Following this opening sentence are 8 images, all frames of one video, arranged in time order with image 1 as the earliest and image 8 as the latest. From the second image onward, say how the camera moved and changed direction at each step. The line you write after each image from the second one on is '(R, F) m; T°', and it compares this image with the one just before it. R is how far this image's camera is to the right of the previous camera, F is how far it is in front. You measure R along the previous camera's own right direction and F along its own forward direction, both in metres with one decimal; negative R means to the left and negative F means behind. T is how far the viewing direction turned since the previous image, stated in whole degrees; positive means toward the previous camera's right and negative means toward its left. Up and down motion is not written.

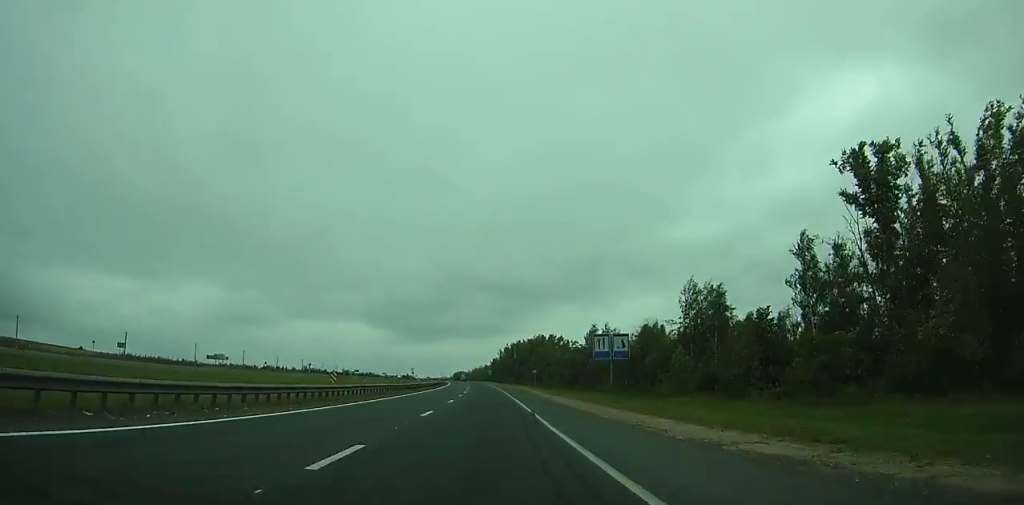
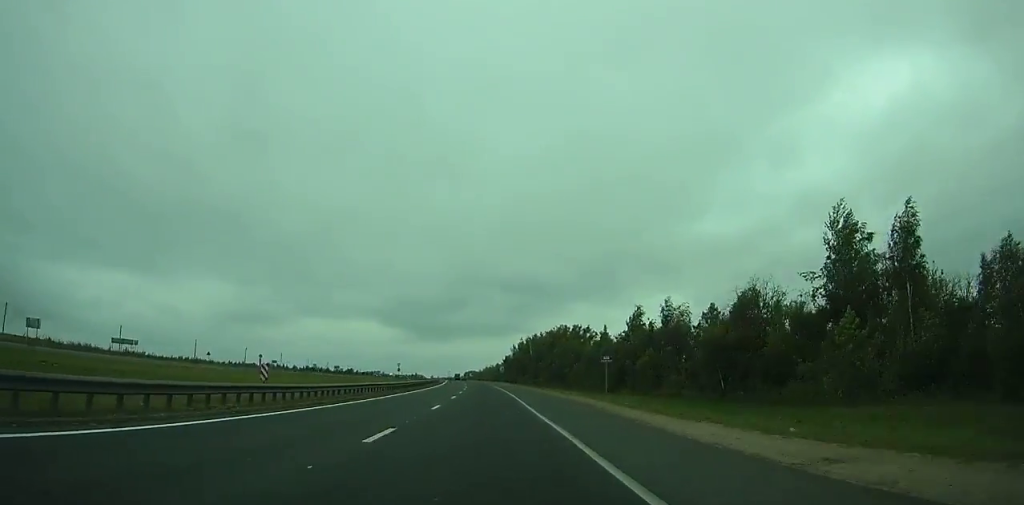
(+0.3, +45.4) m; 0°
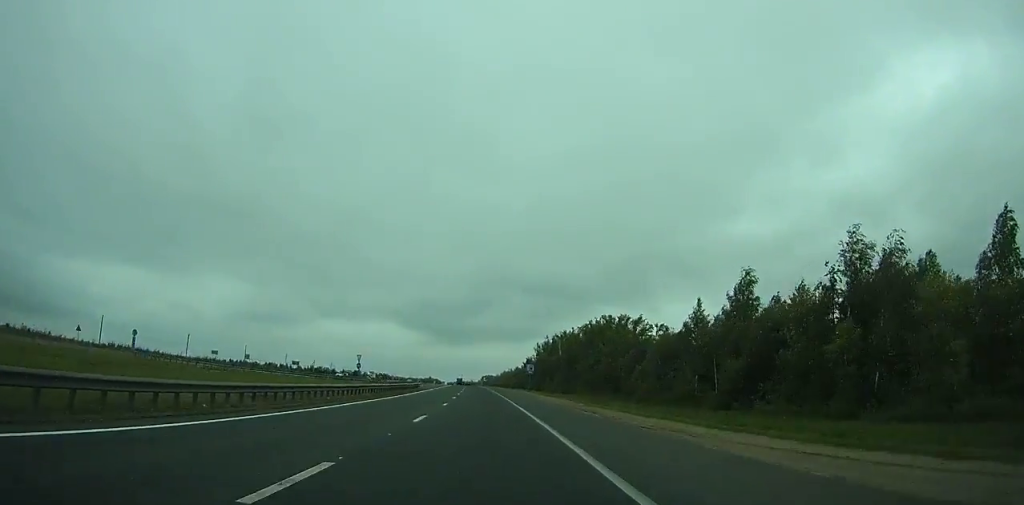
(-0.3, +56.0) m; -2°
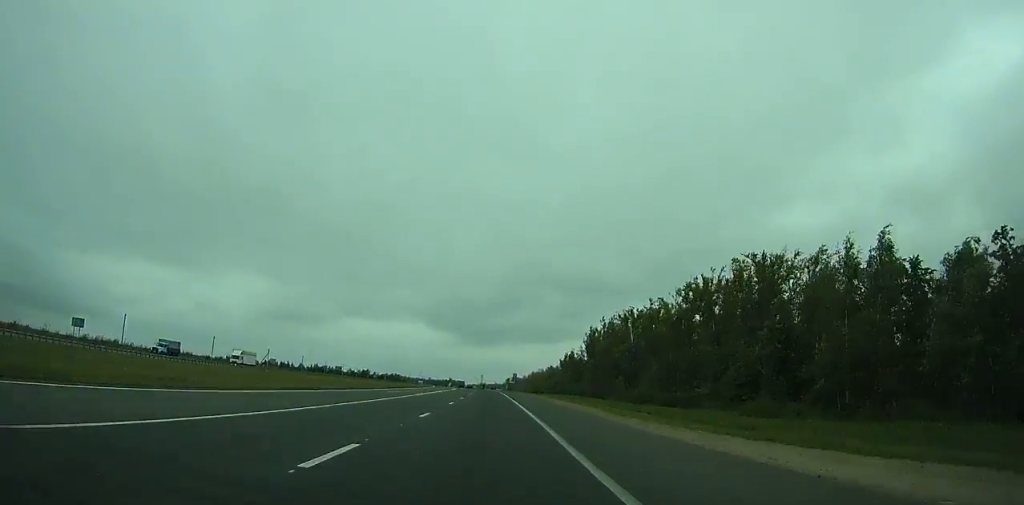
(-2.0, +84.8) m; -2°
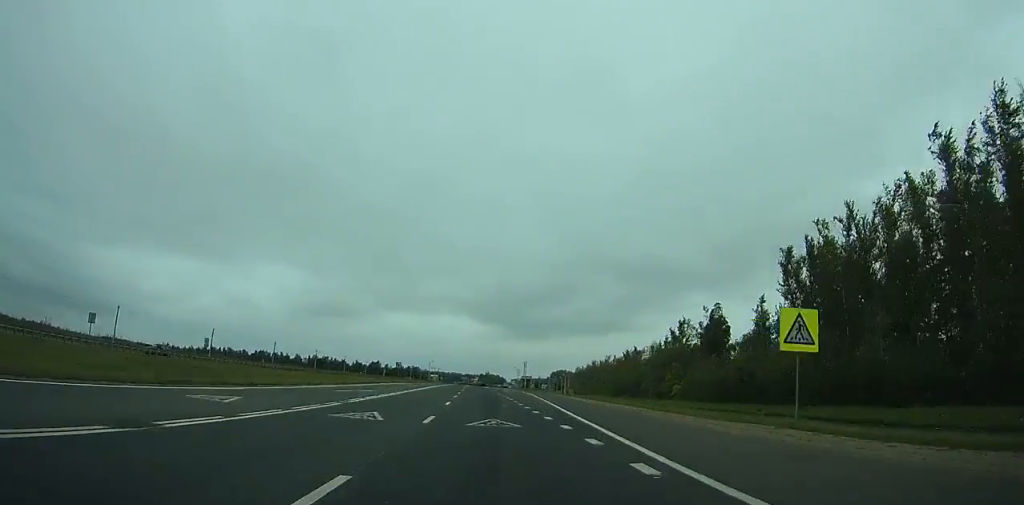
(-2.9, +129.2) m; -4°
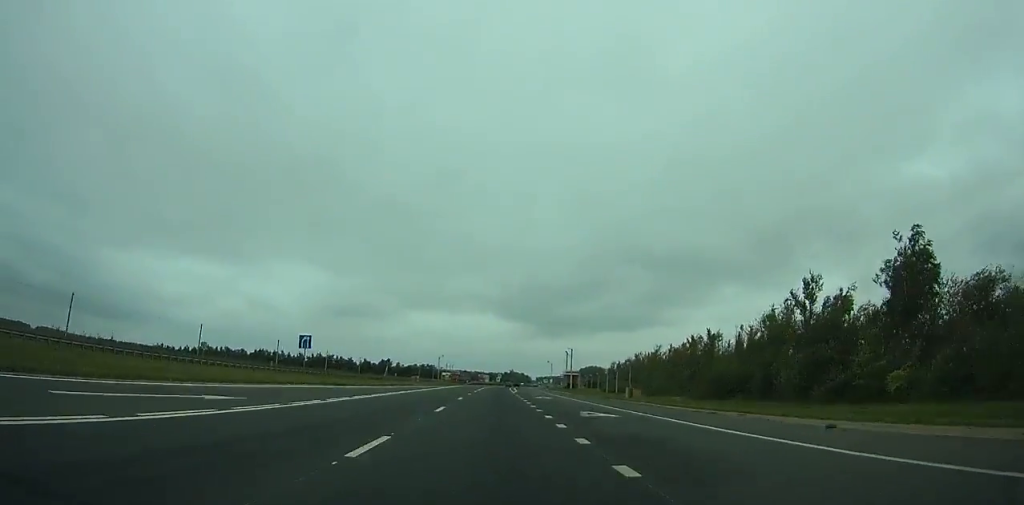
(-1.5, +51.4) m; -2°
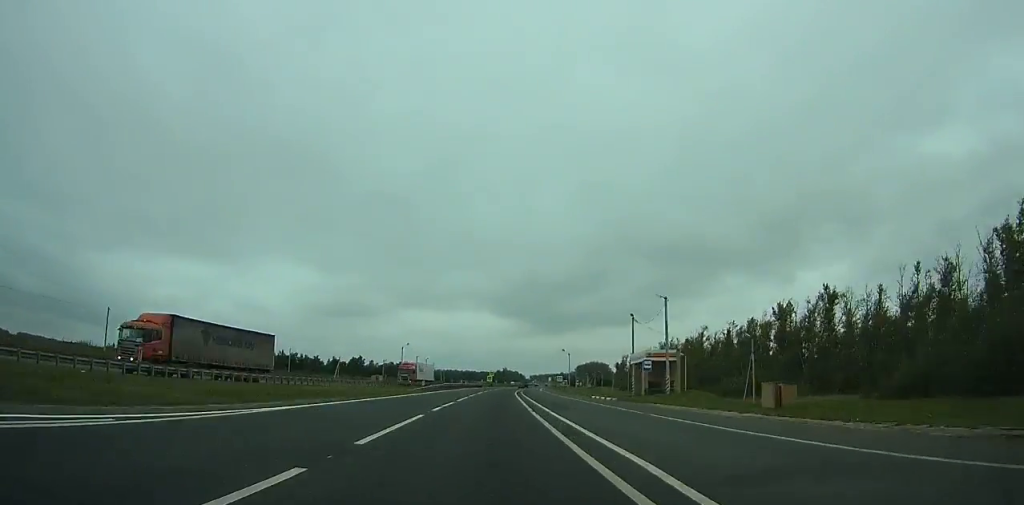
(-0.9, +64.0) m; -1°
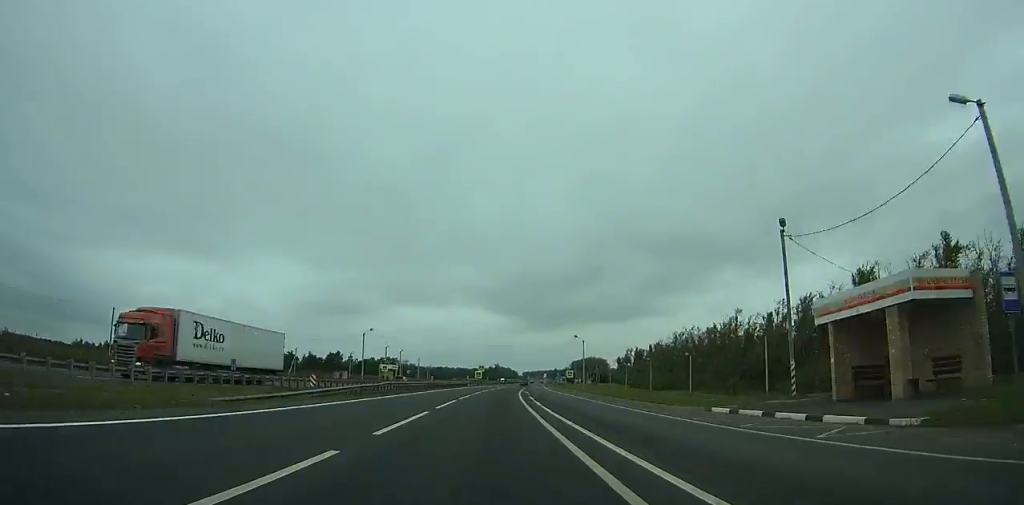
(-0.1, +33.0) m; 0°
